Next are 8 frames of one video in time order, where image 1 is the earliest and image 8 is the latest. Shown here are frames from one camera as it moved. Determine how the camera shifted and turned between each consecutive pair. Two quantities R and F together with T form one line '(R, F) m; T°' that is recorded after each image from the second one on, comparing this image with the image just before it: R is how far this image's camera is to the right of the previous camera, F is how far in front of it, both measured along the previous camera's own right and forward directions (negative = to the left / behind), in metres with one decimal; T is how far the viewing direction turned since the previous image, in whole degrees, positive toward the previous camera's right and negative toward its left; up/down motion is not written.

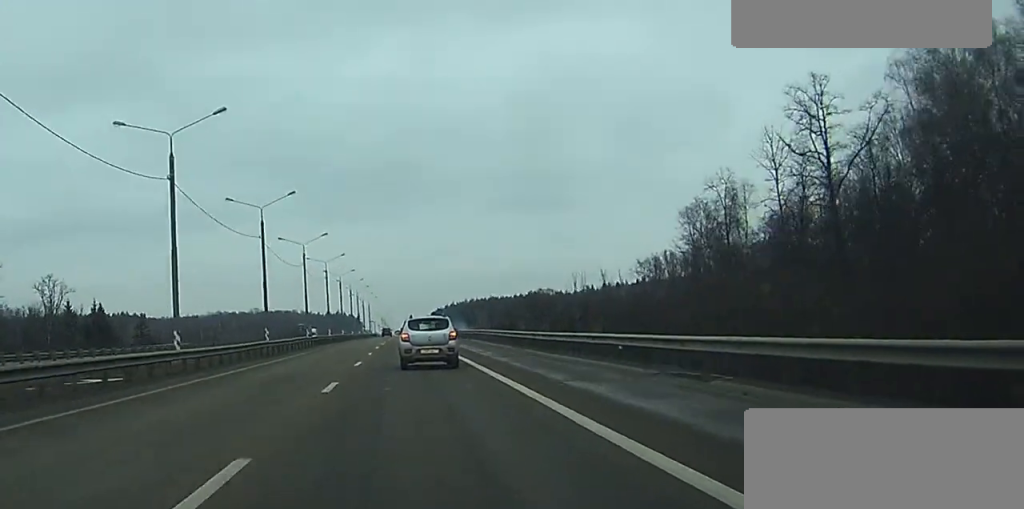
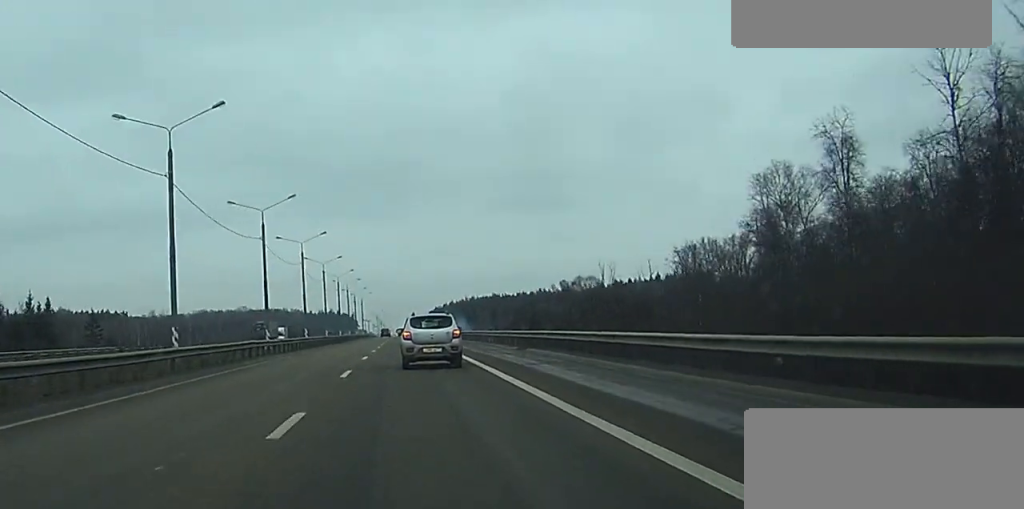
(0.0, +31.6) m; 0°
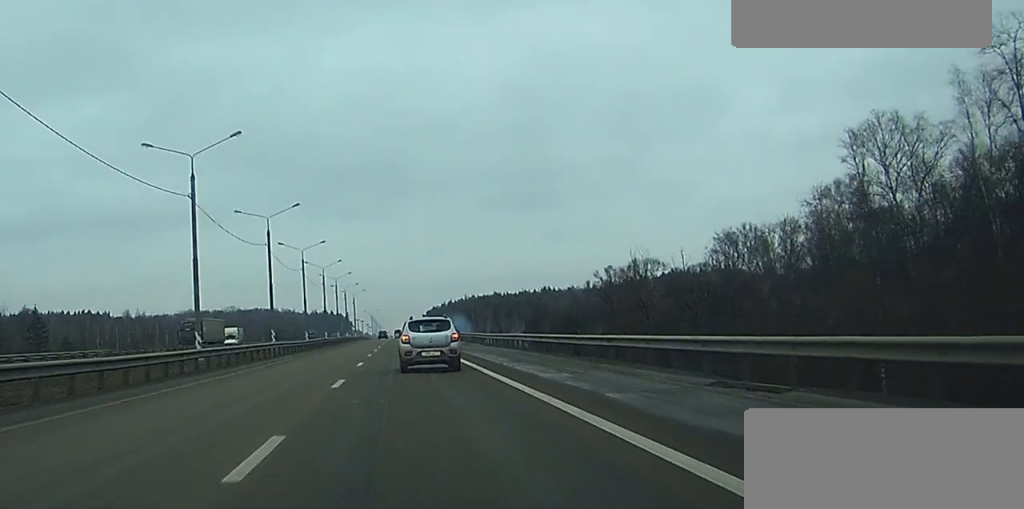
(0.0, +27.1) m; 0°
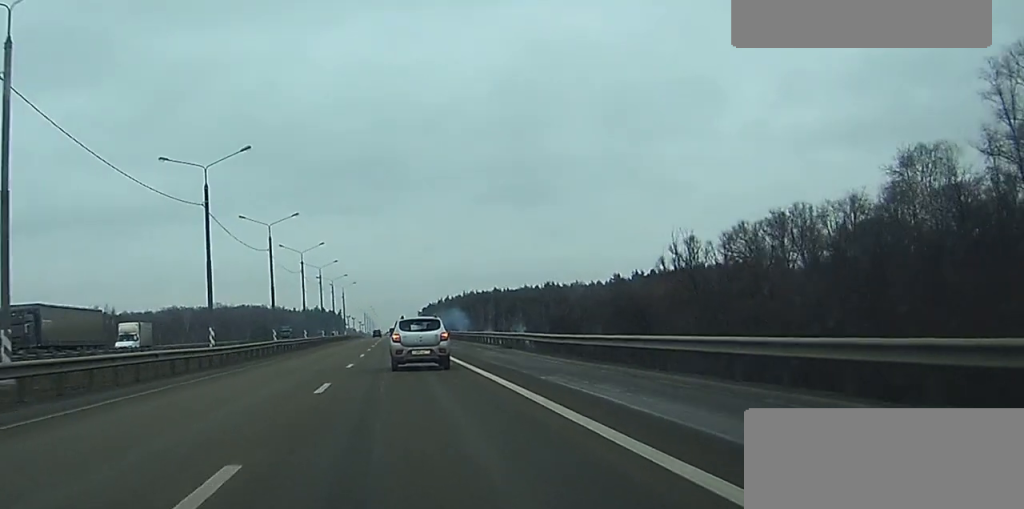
(+0.1, +26.8) m; 0°
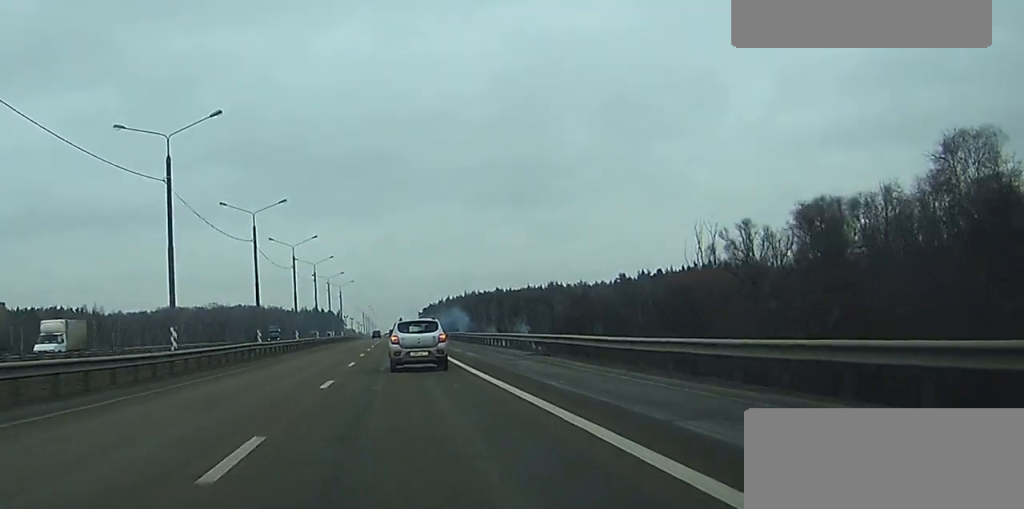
(0.0, +10.3) m; 0°
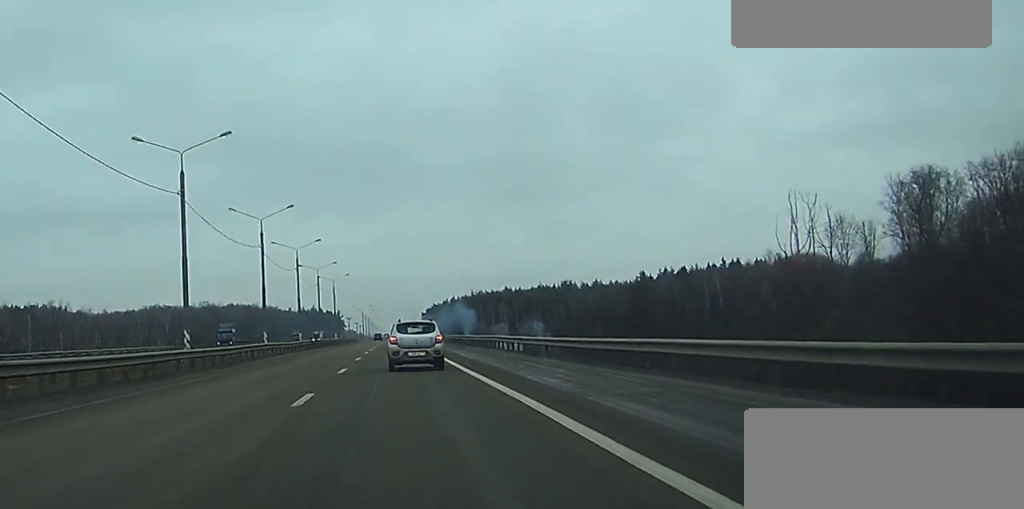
(0.0, +29.0) m; 0°
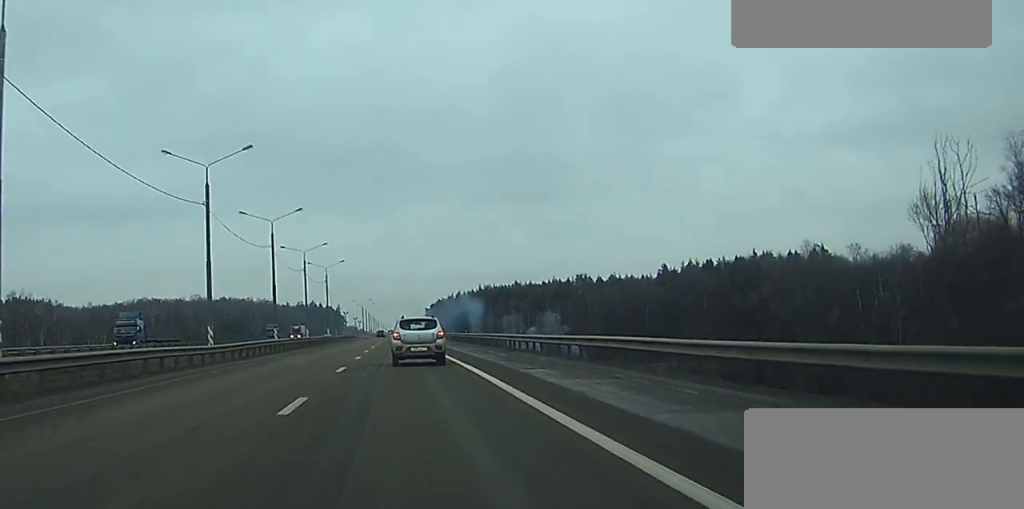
(+0.1, +26.2) m; 0°
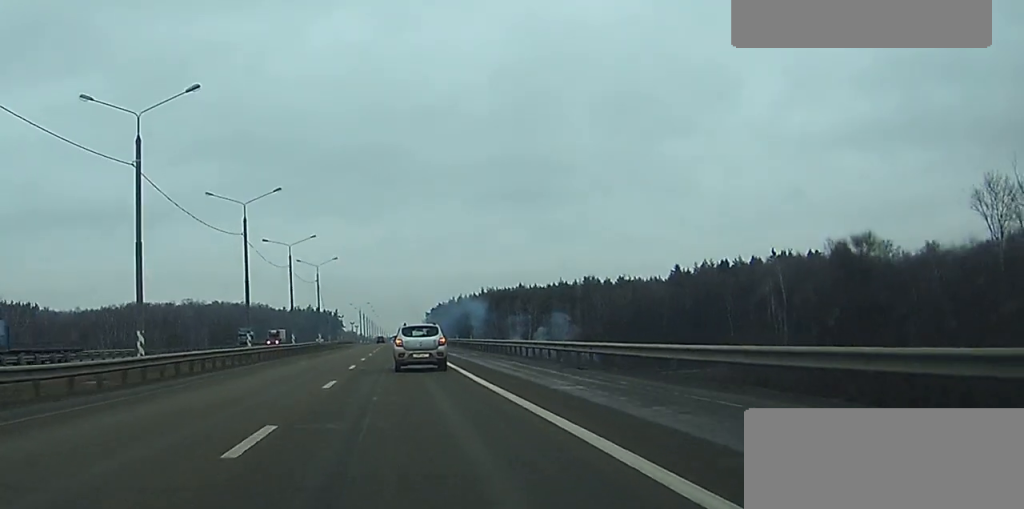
(0.0, +16.0) m; 0°
